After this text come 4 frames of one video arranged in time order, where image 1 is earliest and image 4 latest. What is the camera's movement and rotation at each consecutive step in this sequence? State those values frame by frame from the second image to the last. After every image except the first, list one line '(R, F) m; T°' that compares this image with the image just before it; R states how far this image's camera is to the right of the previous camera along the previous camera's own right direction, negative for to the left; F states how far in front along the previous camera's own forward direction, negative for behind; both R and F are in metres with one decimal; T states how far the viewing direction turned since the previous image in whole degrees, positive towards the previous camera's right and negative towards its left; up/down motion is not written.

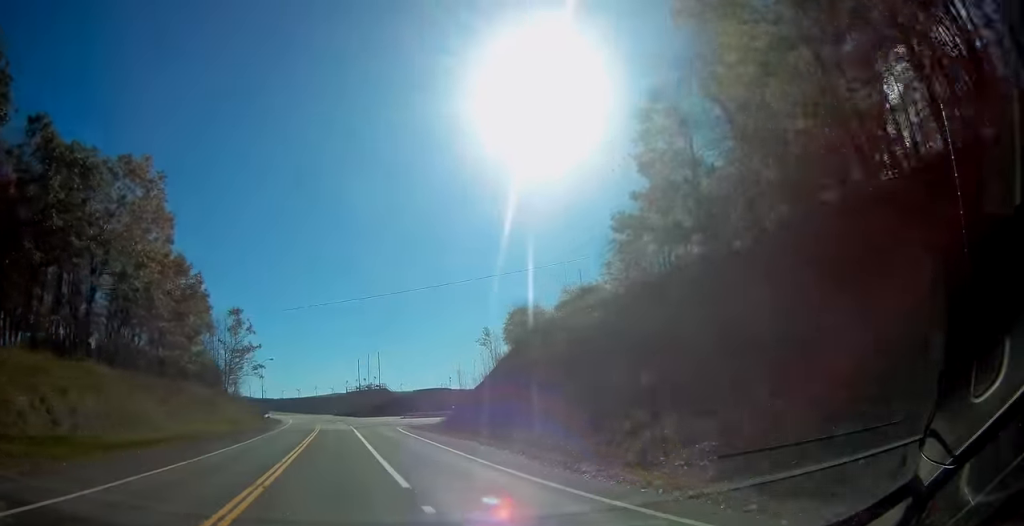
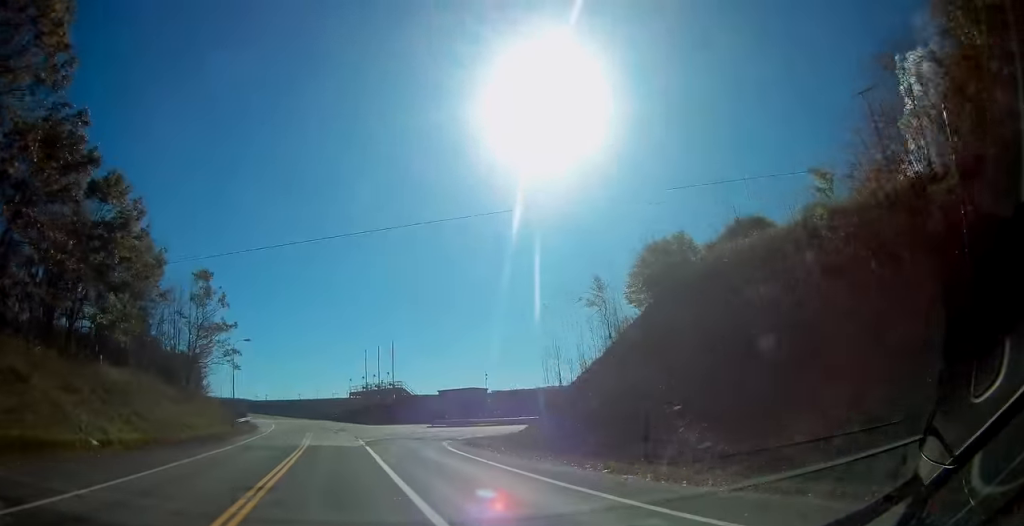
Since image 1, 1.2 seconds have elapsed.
(0.0, +24.7) m; 0°
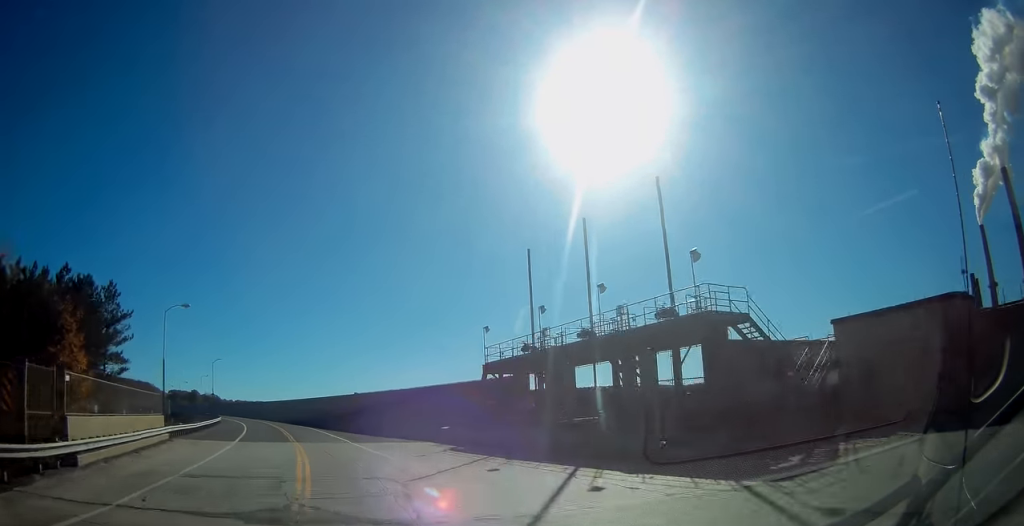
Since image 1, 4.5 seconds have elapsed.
(-2.0, +64.9) m; -6°
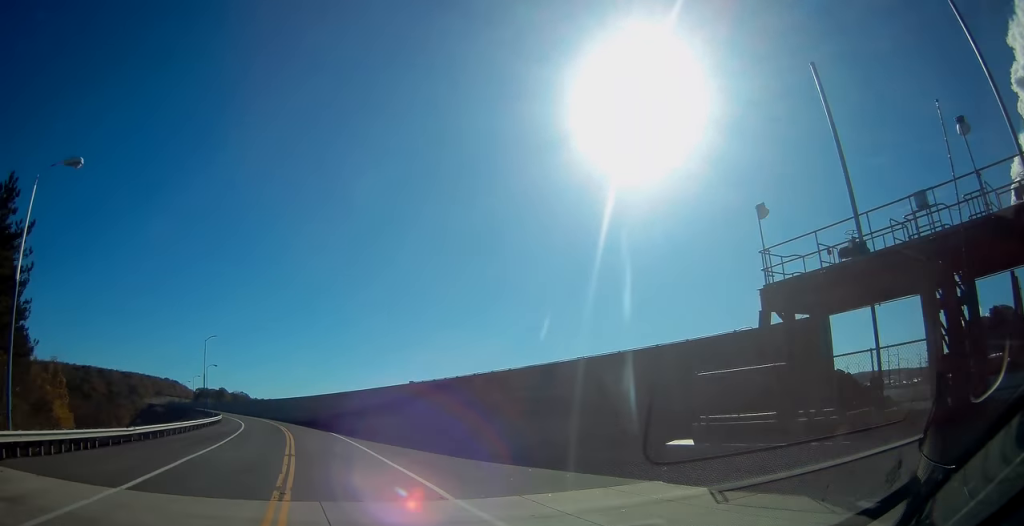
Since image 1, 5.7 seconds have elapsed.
(-0.7, +23.6) m; -3°
